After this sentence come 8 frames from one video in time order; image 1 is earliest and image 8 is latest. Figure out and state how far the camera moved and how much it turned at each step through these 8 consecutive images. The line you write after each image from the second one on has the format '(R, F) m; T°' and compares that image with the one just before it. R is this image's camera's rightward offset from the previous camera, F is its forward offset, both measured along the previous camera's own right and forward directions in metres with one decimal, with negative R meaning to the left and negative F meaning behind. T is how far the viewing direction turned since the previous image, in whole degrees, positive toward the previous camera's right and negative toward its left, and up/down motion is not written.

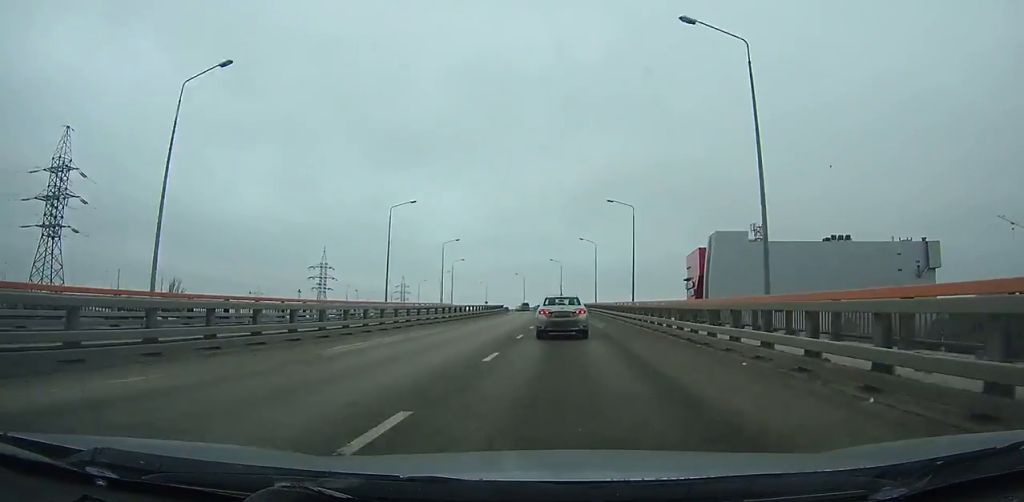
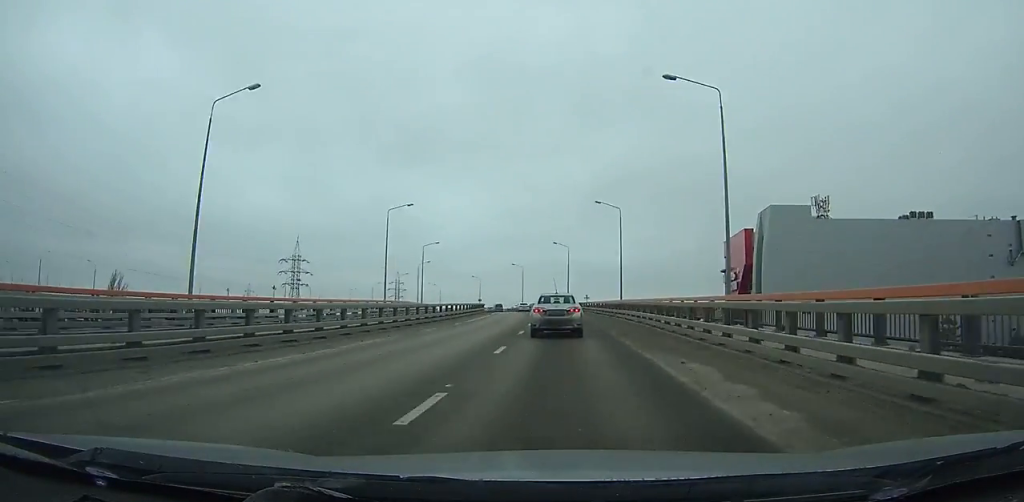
(-0.3, +30.3) m; -2°
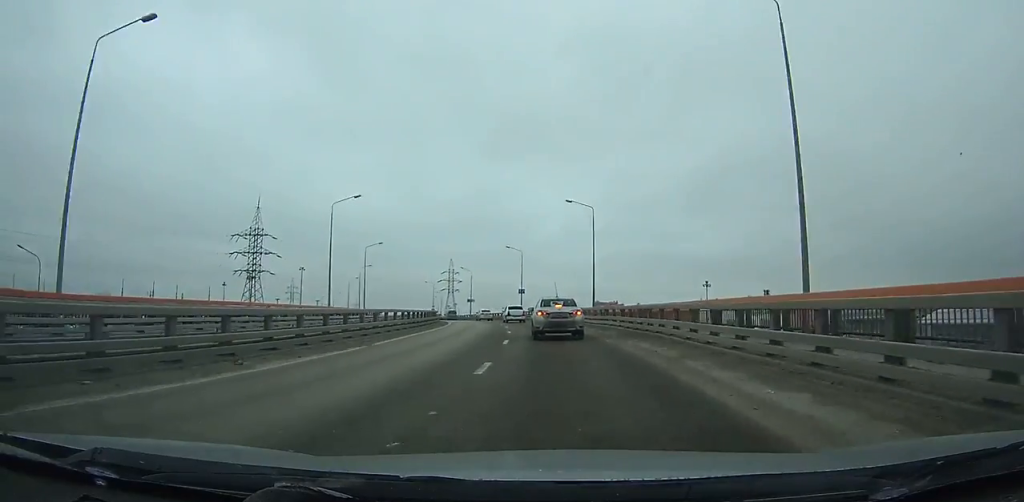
(-6.3, +72.6) m; -11°
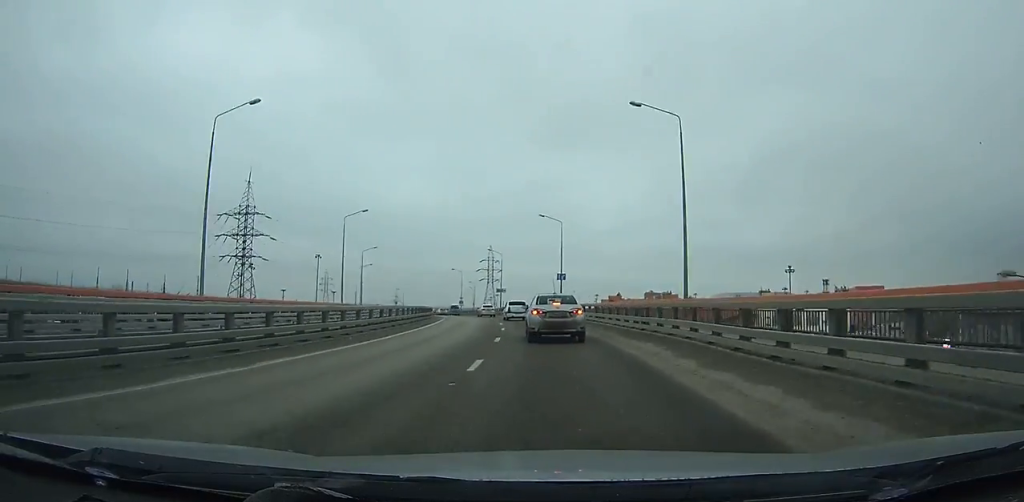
(-0.2, +21.9) m; -4°
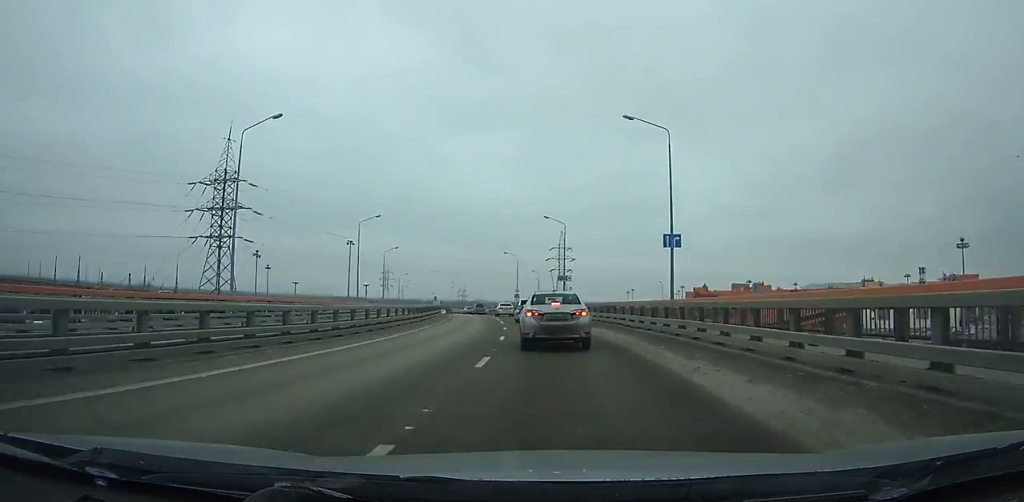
(-2.1, +28.6) m; -5°
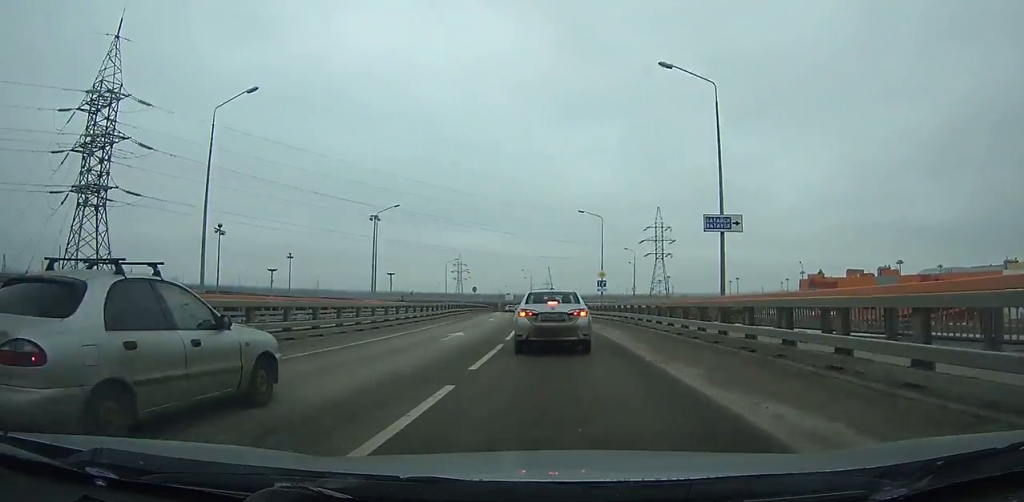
(-2.7, +38.9) m; -7°
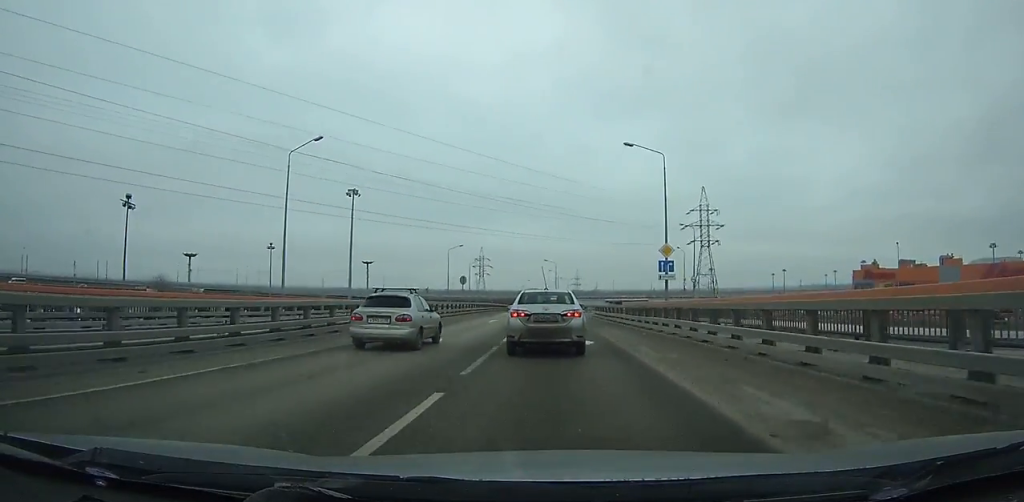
(-0.9, +22.9) m; -2°
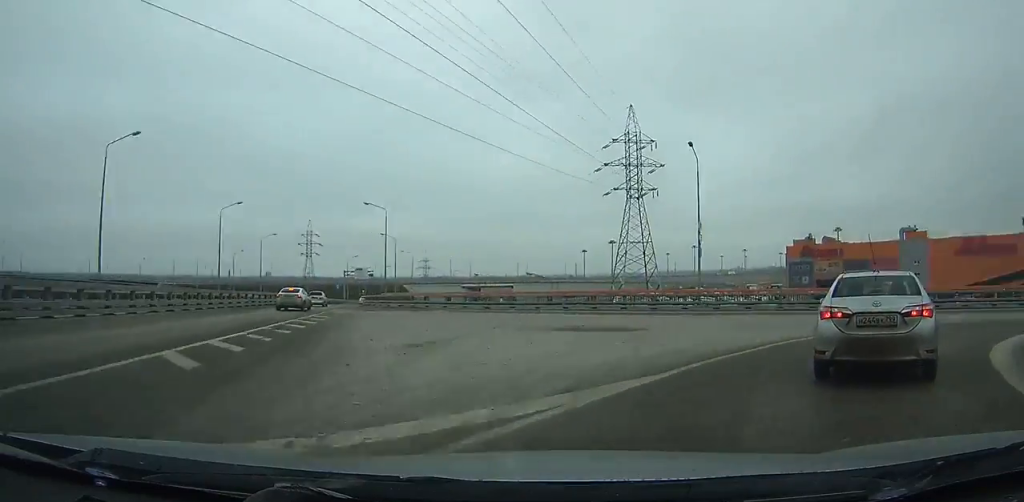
(+6.8, +51.1) m; +45°
